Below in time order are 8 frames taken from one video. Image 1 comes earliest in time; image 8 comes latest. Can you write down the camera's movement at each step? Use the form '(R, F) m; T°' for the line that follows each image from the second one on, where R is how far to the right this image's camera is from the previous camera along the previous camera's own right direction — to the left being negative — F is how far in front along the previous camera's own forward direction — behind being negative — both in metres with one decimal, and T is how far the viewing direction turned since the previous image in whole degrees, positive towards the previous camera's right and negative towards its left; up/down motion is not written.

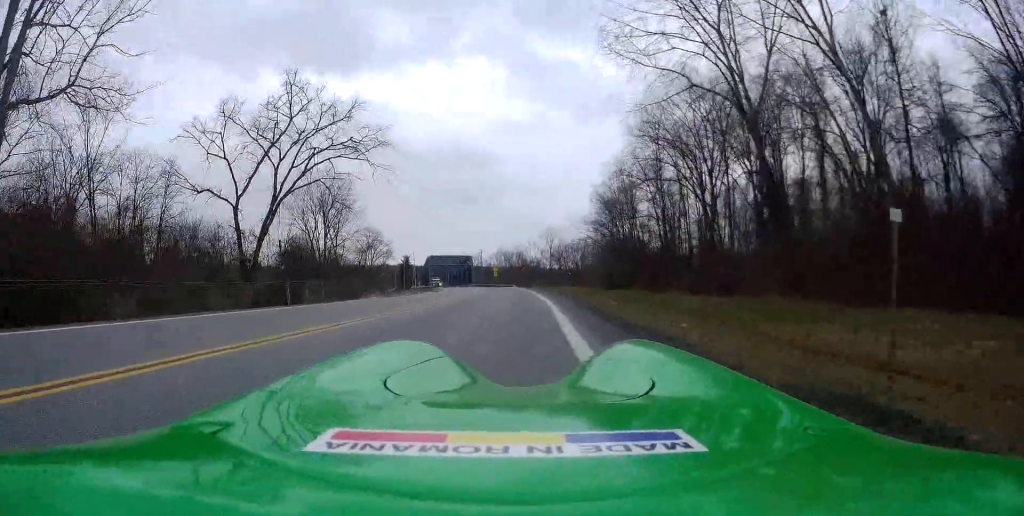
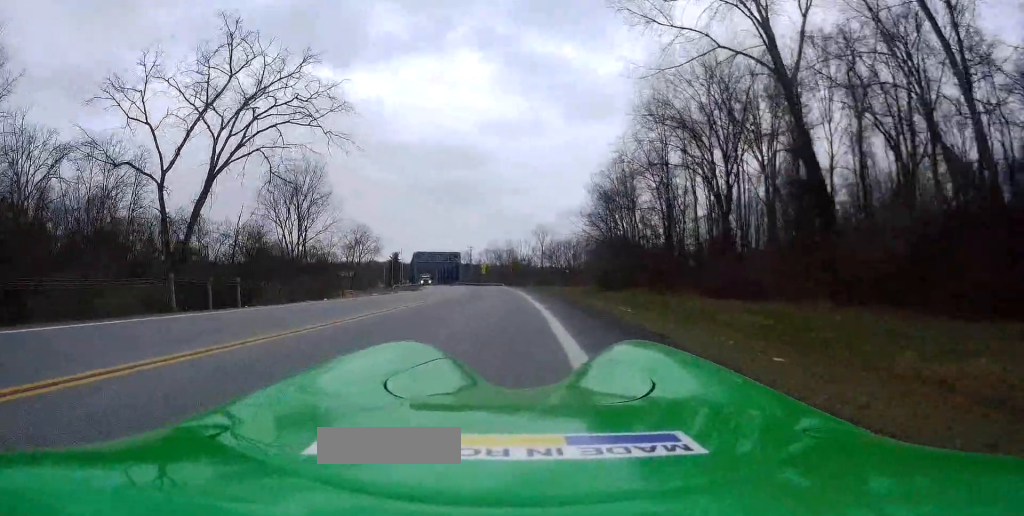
(+0.2, +6.6) m; 0°
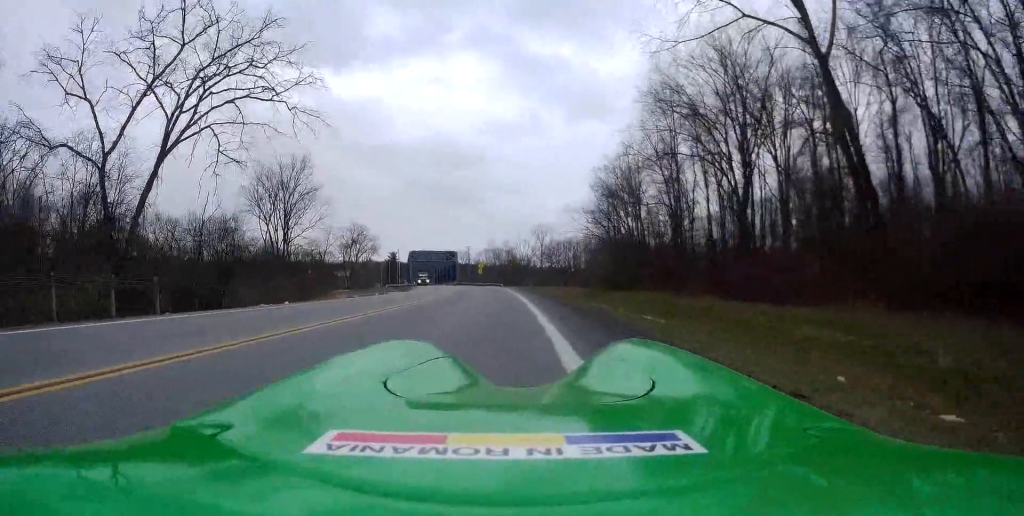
(-0.1, +4.3) m; 0°
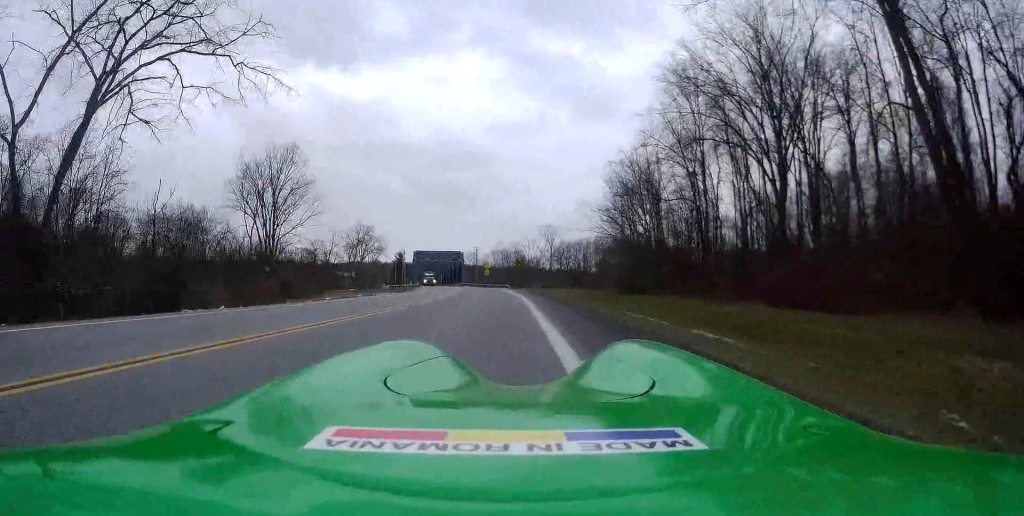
(-0.1, +5.7) m; 0°
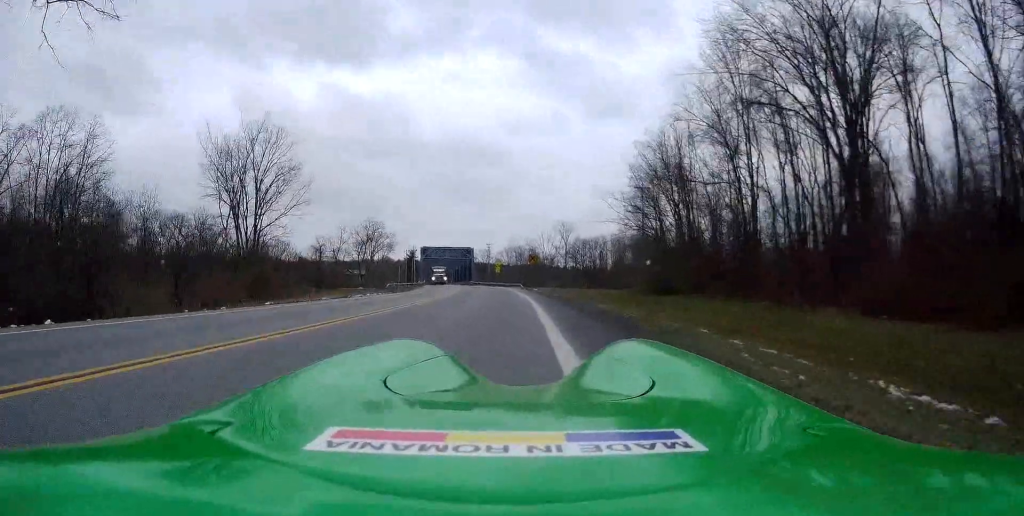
(+0.2, +7.9) m; +1°
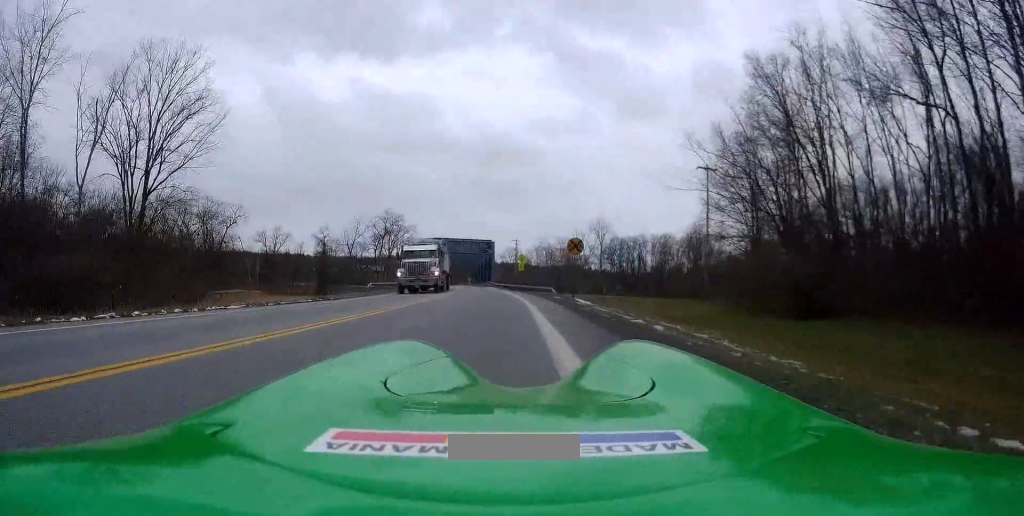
(-0.4, +22.2) m; 0°
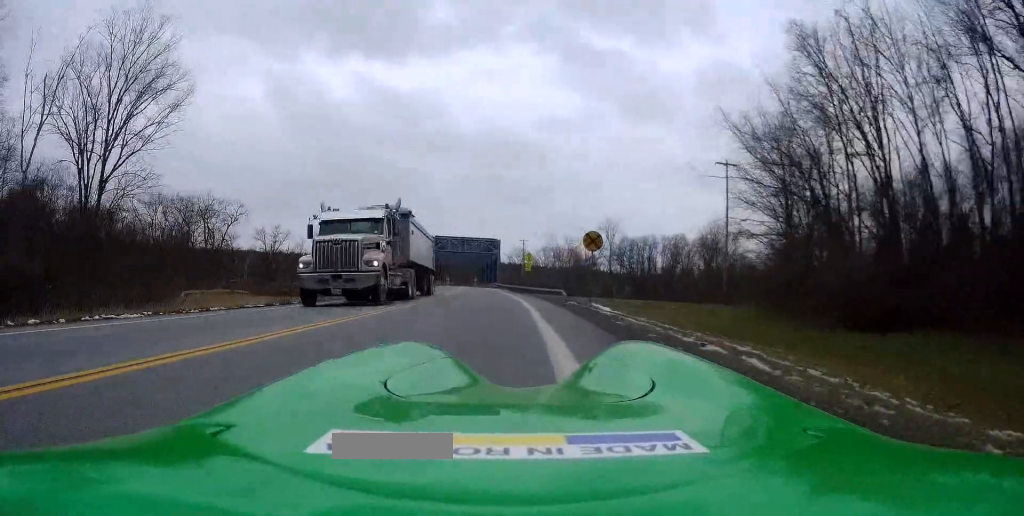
(0.0, +5.3) m; -2°
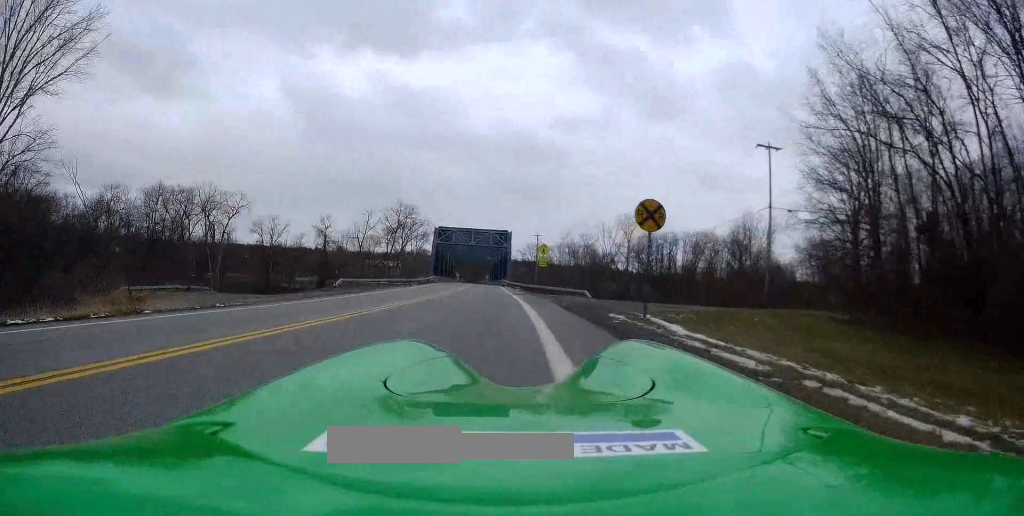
(-0.6, +10.1) m; -5°
